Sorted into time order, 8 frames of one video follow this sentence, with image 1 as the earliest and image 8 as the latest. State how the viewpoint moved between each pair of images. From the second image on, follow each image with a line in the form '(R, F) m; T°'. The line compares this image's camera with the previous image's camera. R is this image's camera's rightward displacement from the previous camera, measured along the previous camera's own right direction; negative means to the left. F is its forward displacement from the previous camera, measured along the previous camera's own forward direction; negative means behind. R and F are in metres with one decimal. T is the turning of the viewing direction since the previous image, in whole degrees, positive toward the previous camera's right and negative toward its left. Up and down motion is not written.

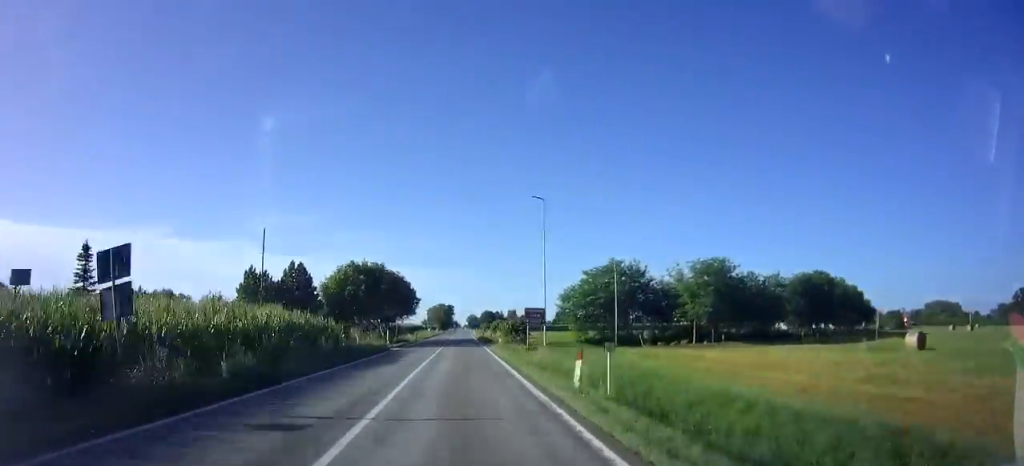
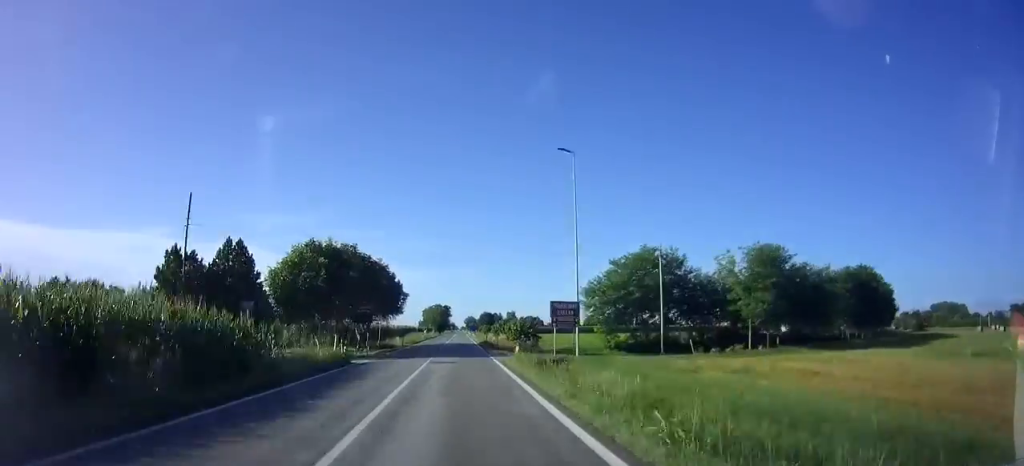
(+0.1, +11.5) m; 0°
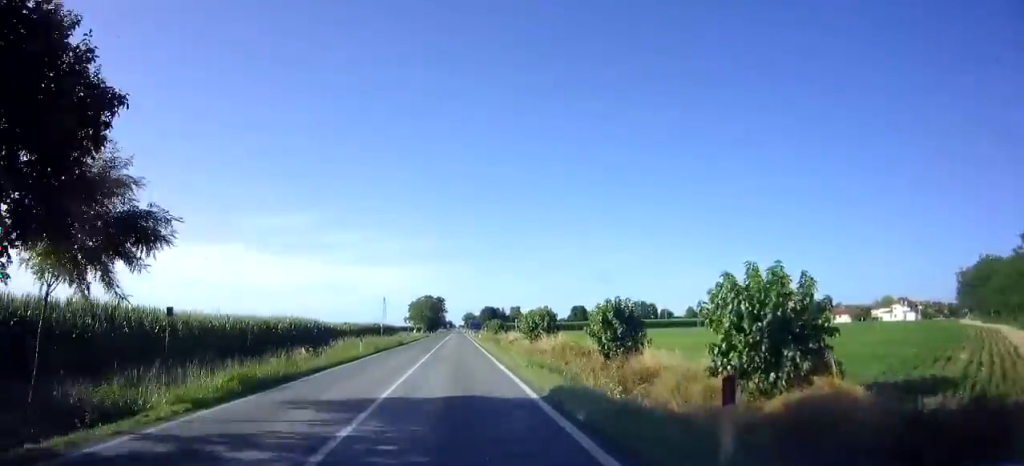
(+0.4, +43.5) m; +1°
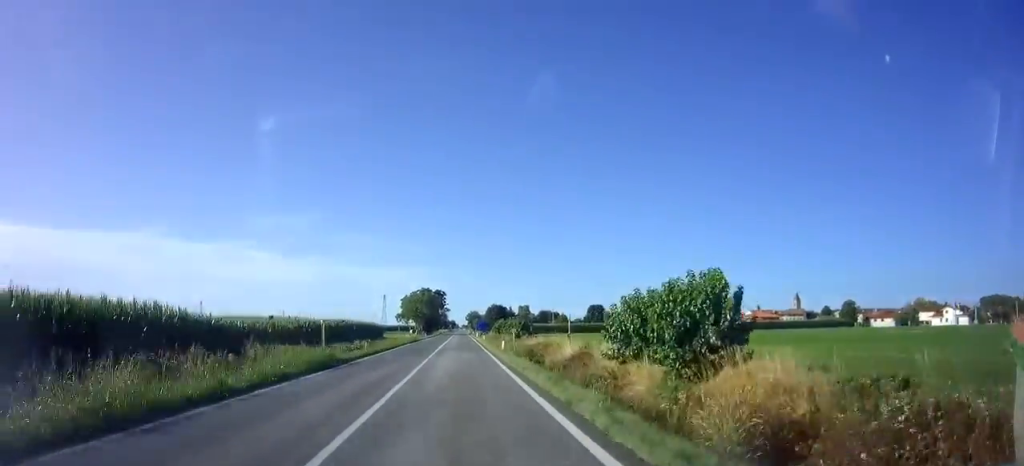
(-0.2, +25.9) m; 0°
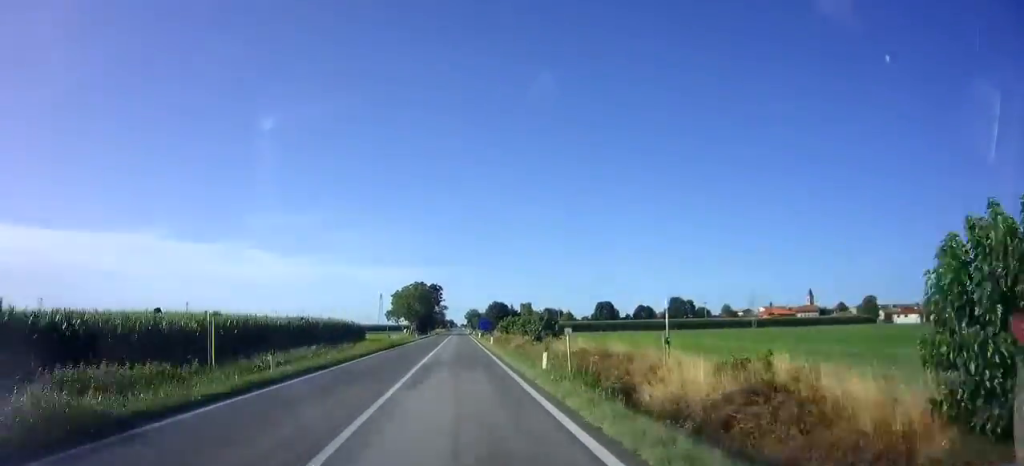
(-0.1, +14.7) m; 0°
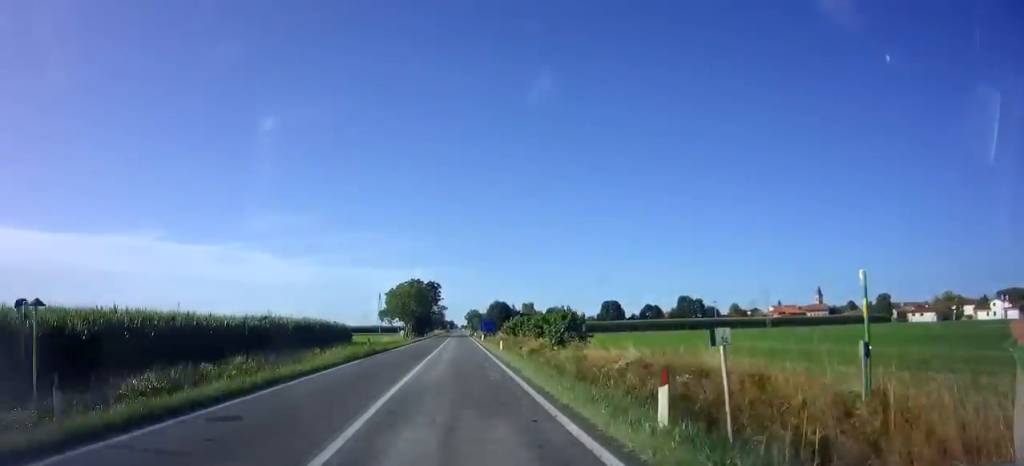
(0.0, +9.3) m; 0°
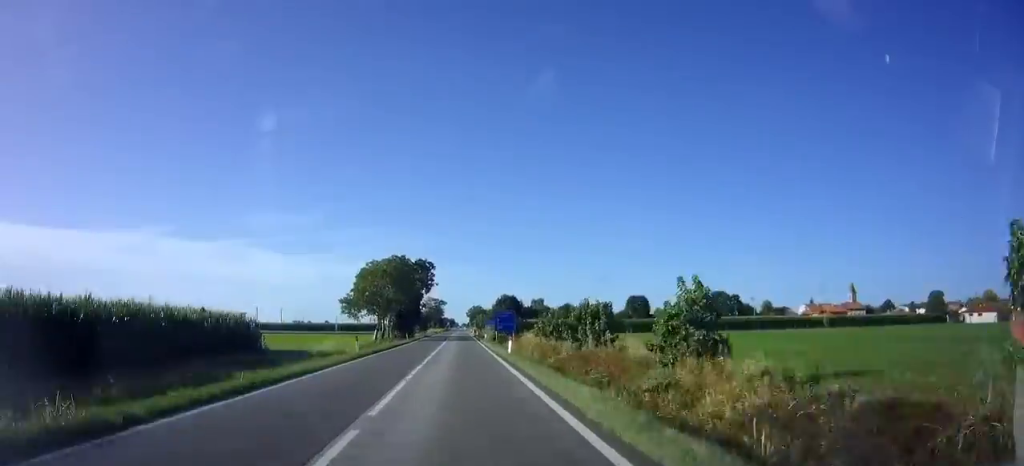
(+0.1, +28.6) m; 0°
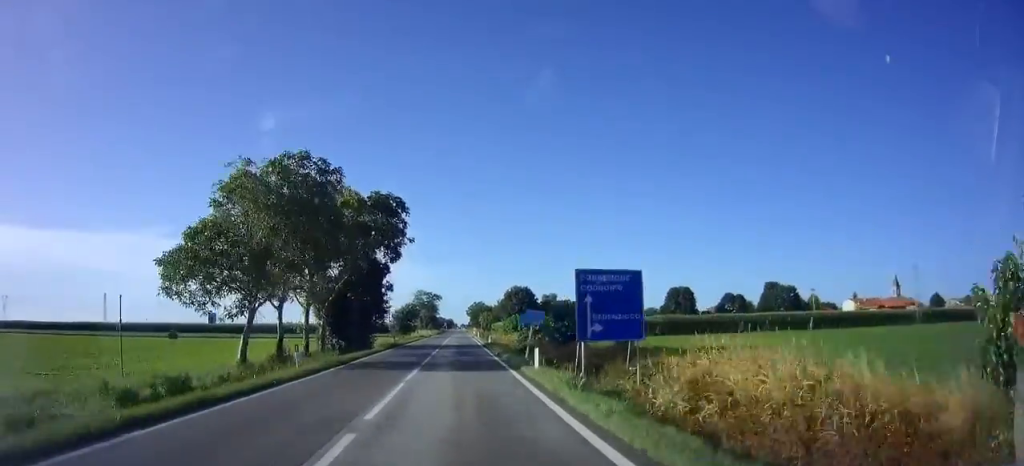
(-0.1, +34.3) m; 0°
